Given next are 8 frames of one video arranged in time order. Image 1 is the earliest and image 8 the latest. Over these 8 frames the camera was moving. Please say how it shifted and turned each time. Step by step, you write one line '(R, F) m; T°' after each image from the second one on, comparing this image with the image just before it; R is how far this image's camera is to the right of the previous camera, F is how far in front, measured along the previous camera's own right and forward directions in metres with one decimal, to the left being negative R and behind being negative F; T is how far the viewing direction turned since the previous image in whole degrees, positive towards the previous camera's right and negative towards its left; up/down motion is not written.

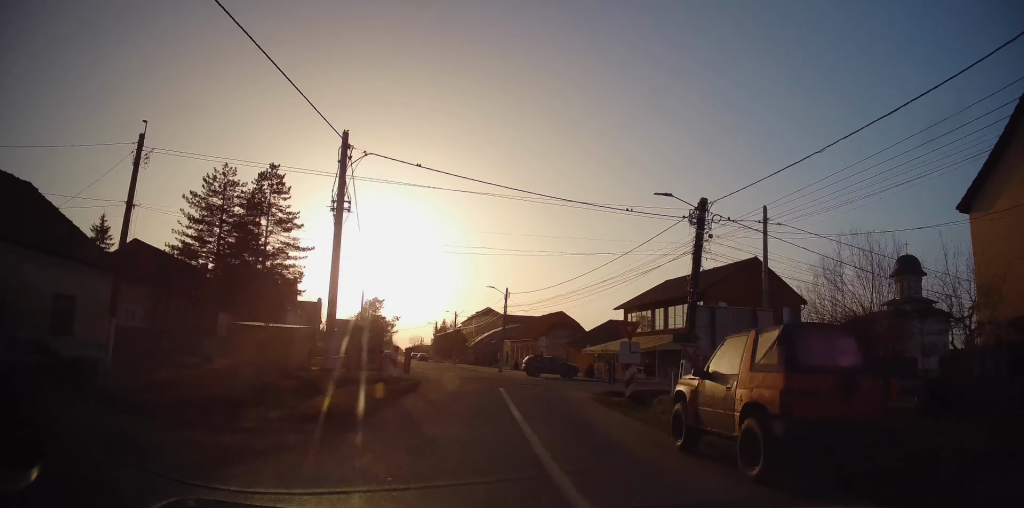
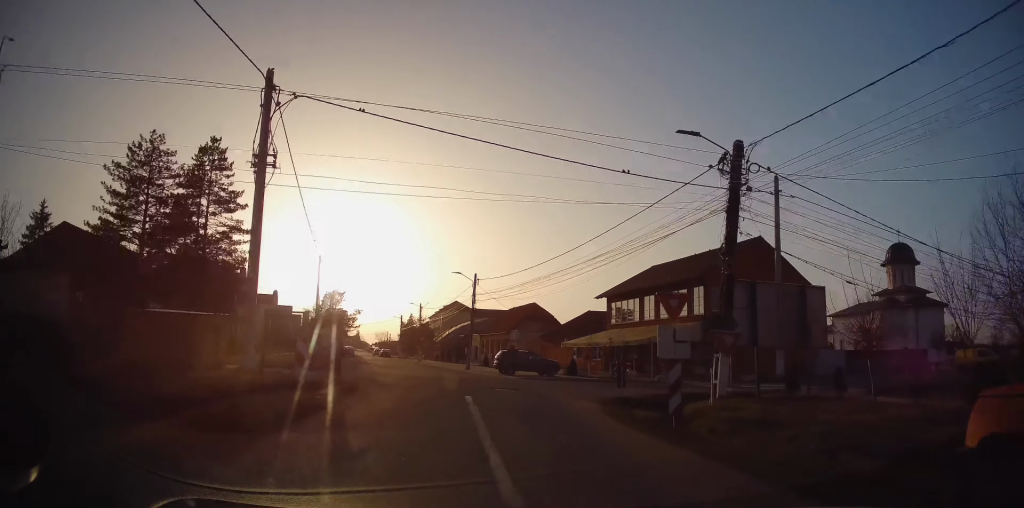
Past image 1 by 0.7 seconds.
(-0.4, +6.8) m; +1°
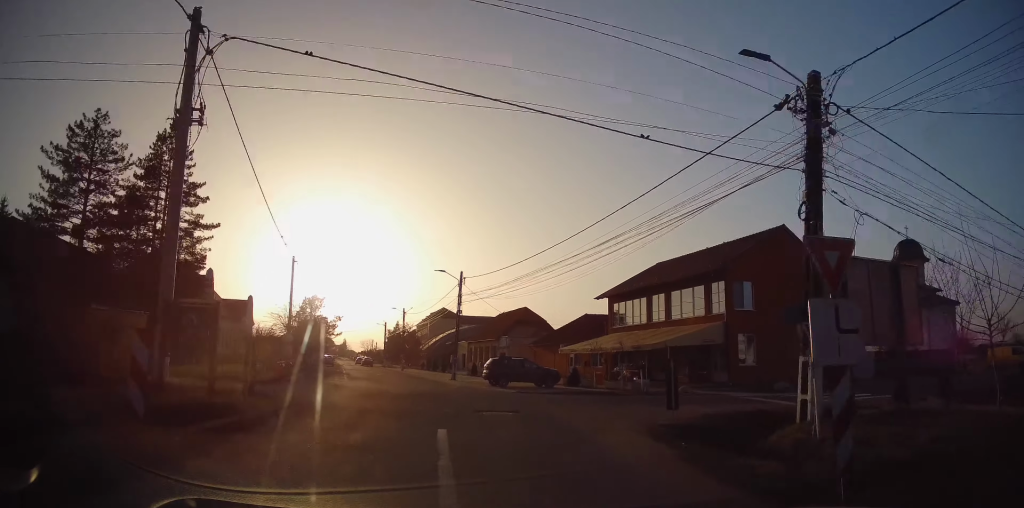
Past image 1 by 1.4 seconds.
(+0.1, +6.4) m; +1°
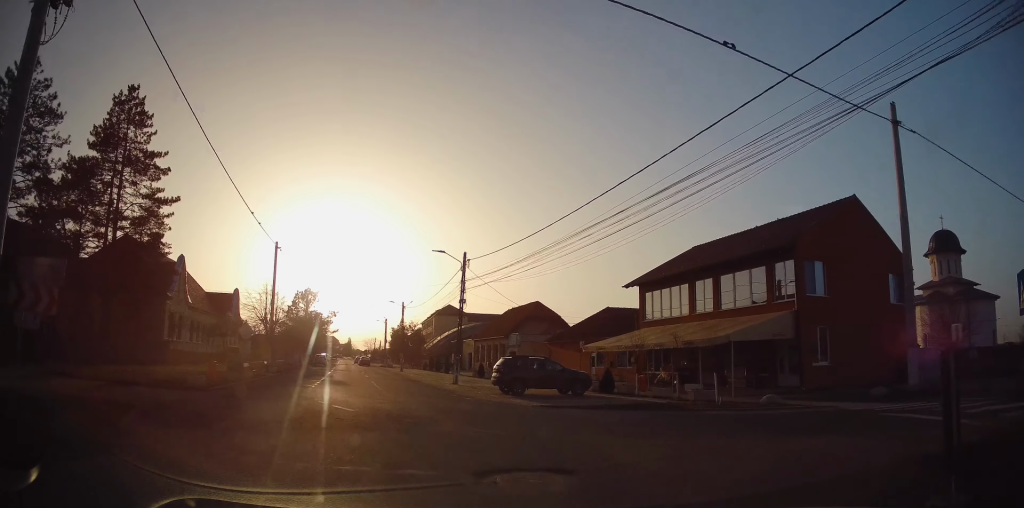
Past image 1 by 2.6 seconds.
(+0.2, +9.3) m; +1°
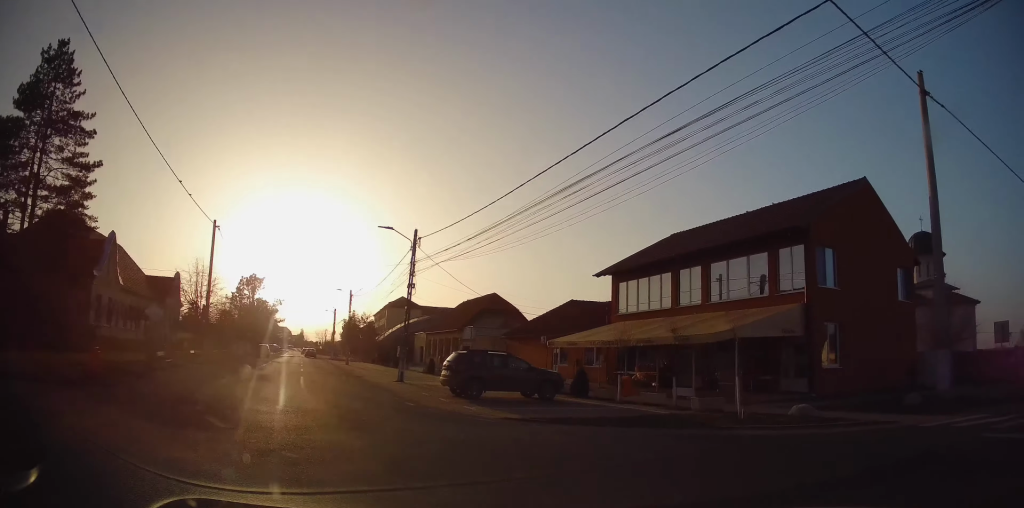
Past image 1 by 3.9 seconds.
(+0.2, +6.7) m; +4°
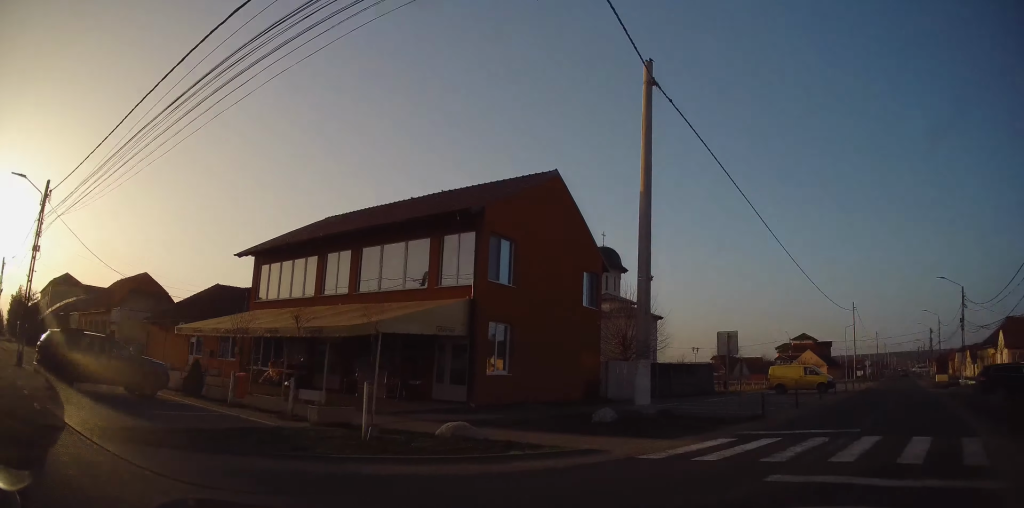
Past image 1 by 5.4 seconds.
(+0.5, +5.2) m; +25°
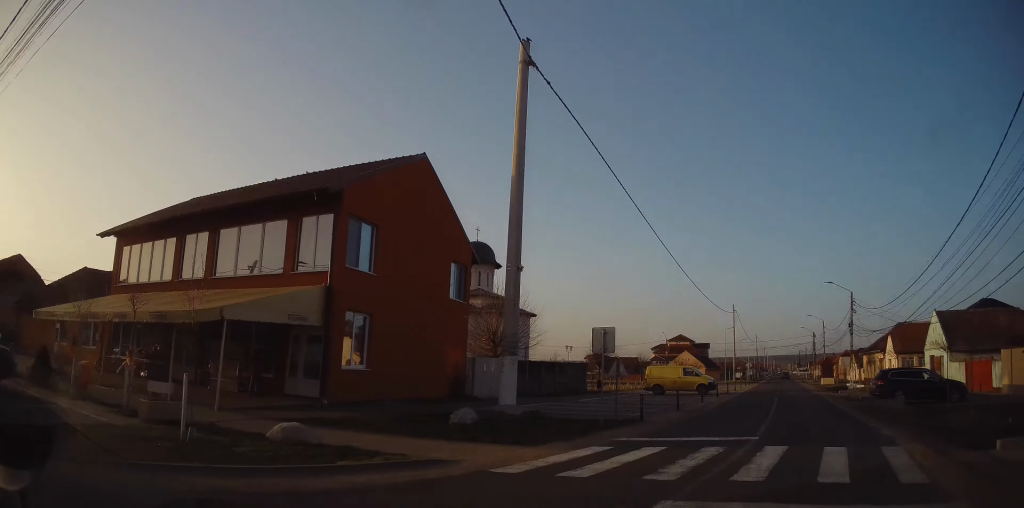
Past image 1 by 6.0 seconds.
(-0.1, +1.5) m; +19°
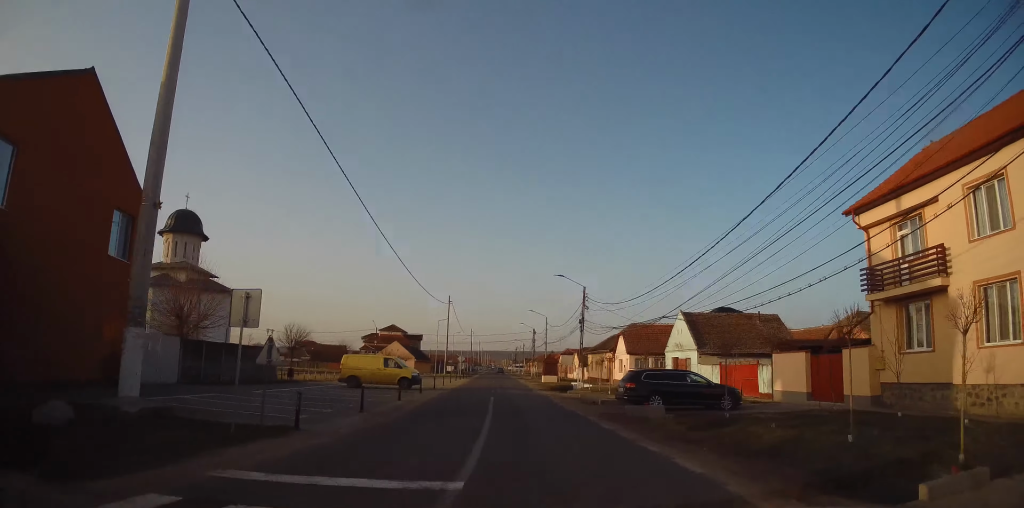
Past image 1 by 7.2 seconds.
(+1.7, +3.5) m; +32°
